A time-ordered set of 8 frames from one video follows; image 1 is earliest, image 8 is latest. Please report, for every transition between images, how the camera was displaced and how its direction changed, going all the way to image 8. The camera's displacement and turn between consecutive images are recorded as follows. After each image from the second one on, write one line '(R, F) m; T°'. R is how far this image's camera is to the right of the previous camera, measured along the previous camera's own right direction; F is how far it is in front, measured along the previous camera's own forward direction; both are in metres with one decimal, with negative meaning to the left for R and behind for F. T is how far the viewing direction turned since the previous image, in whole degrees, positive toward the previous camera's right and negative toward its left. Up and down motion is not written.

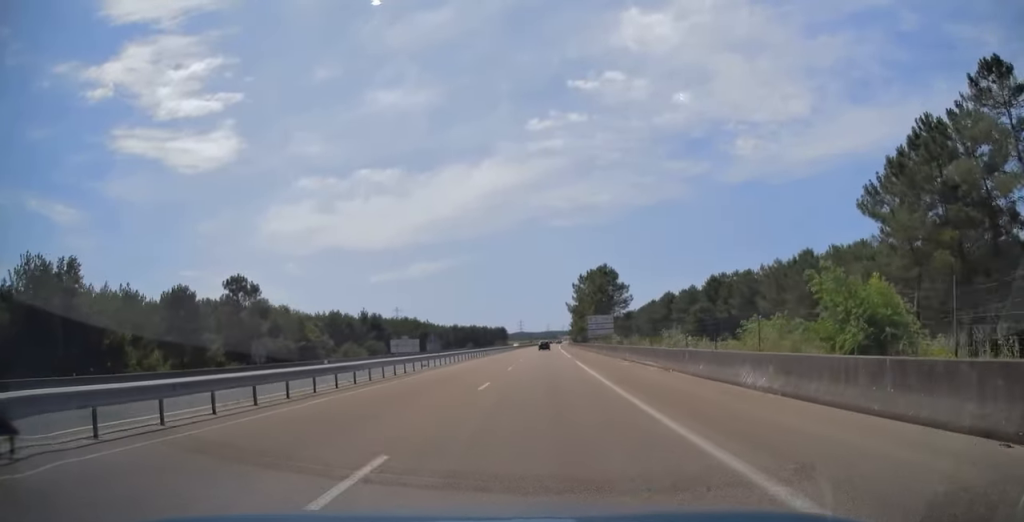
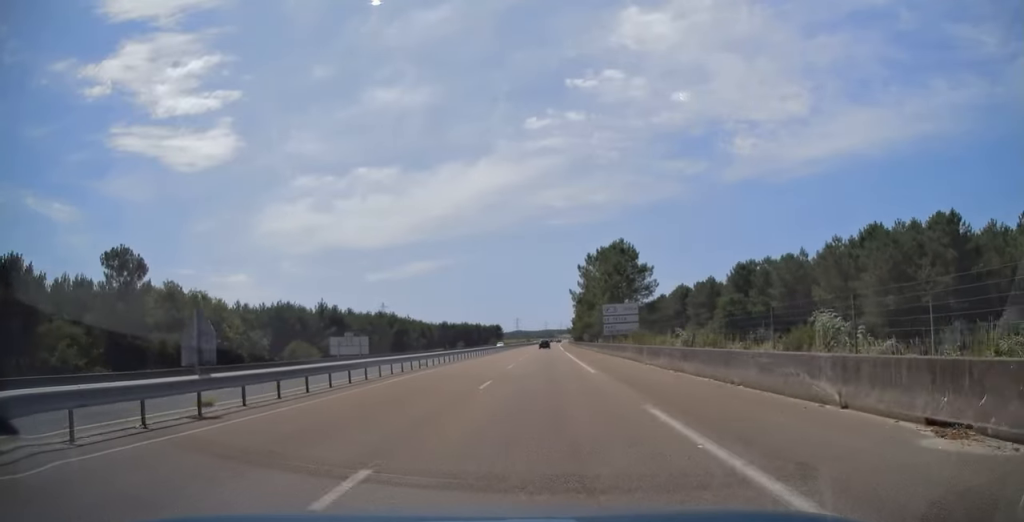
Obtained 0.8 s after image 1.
(+0.1, +26.6) m; 0°
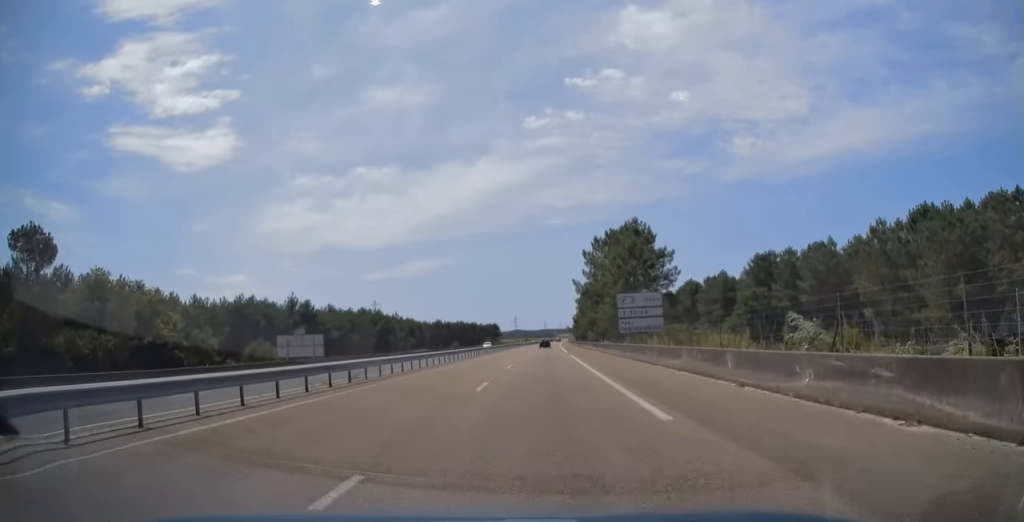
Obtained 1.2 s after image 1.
(0.0, +14.1) m; 0°
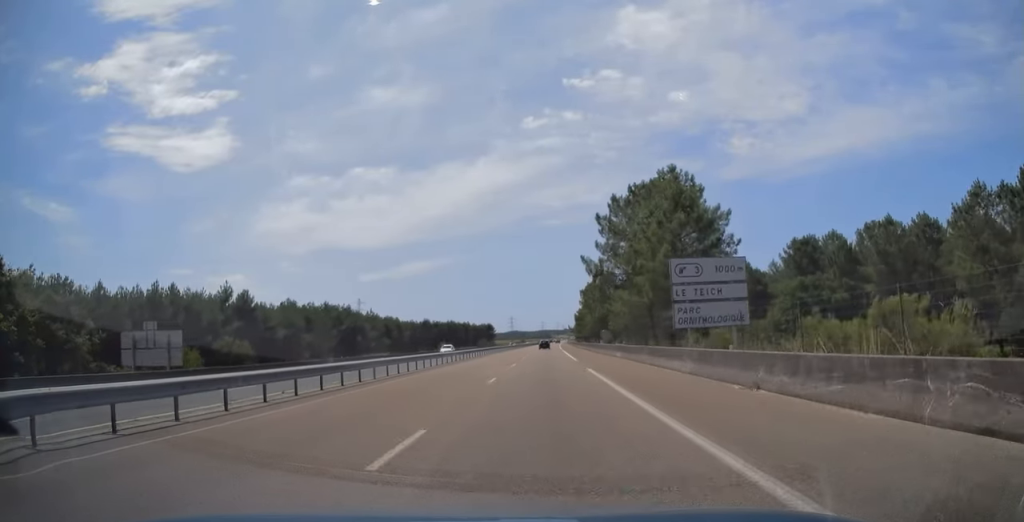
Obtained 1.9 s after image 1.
(0.0, +22.8) m; 0°
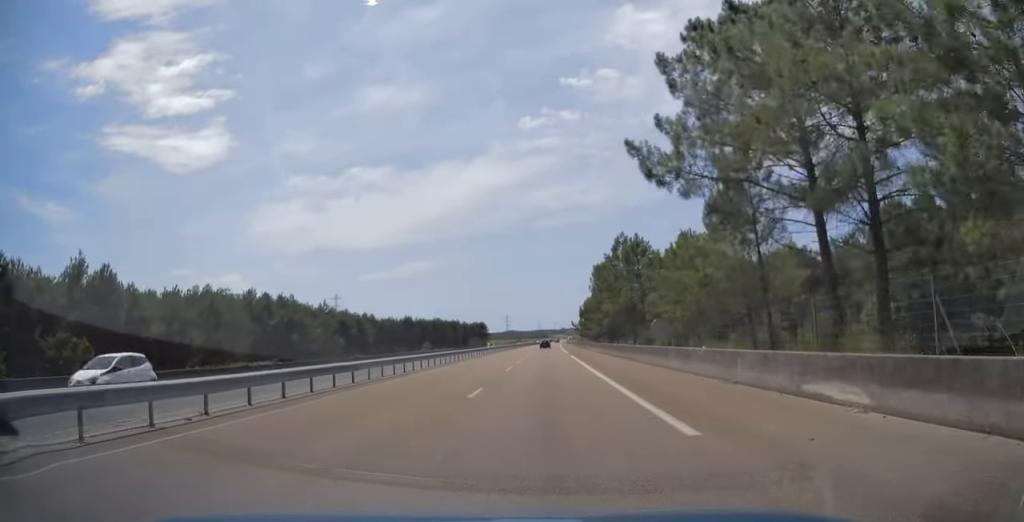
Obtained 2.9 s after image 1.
(0.0, +30.8) m; 0°
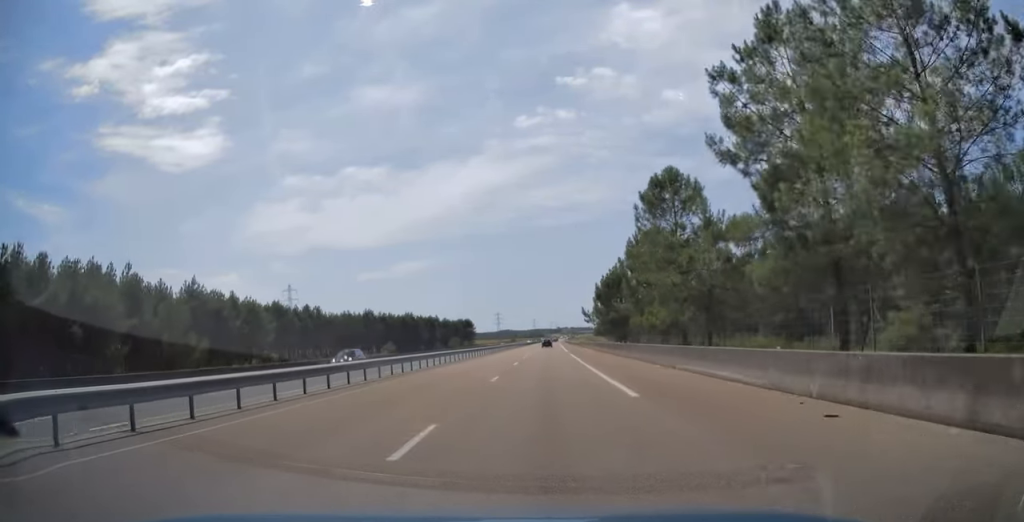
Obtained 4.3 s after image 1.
(+0.1, +46.3) m; +1°
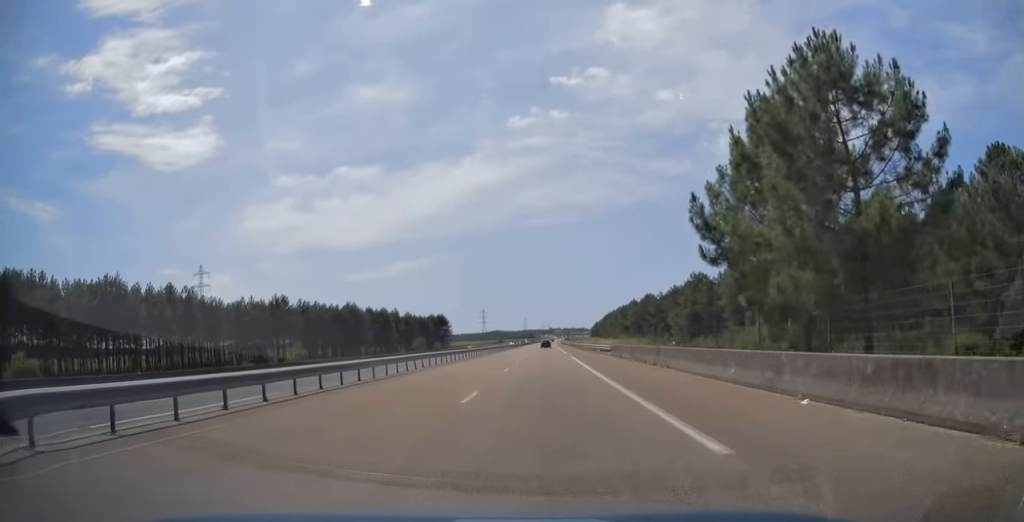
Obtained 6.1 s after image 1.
(+0.7, +58.2) m; +1°
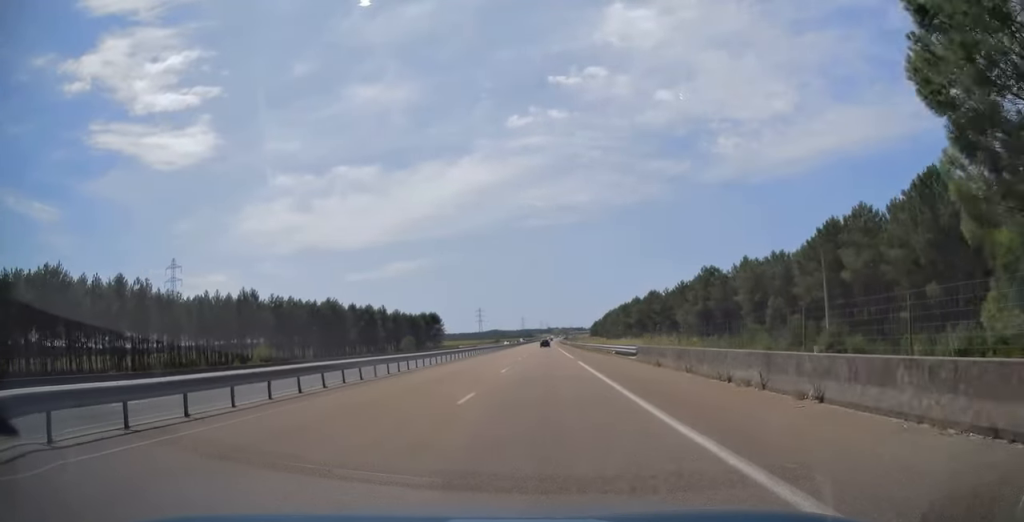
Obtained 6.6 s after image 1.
(0.0, +13.4) m; 0°
